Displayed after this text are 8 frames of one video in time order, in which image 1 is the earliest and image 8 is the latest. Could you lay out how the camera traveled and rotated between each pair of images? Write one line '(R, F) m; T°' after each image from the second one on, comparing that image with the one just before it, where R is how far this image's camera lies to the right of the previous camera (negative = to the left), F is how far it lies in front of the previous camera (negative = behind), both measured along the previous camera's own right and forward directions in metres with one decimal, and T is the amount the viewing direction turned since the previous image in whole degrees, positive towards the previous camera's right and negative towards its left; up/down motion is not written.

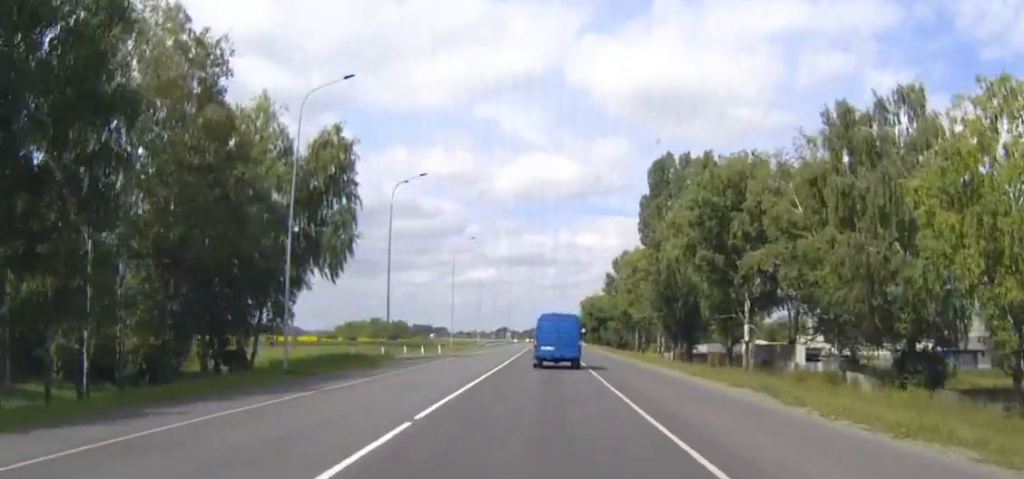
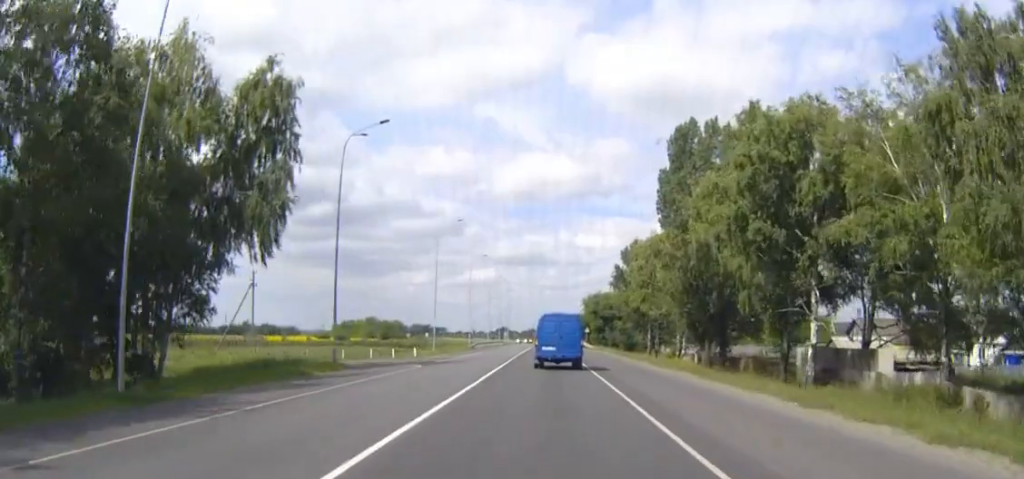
(0.0, +13.9) m; 0°
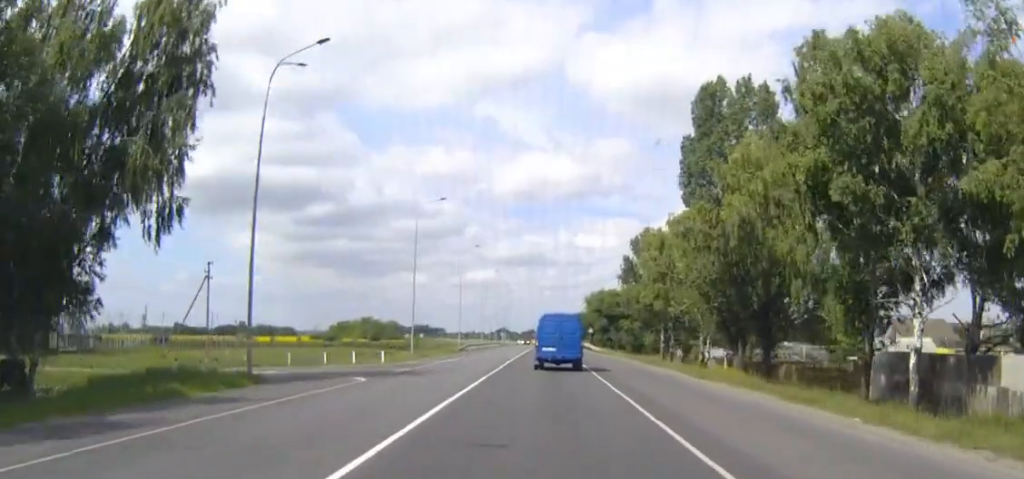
(0.0, +12.0) m; 0°
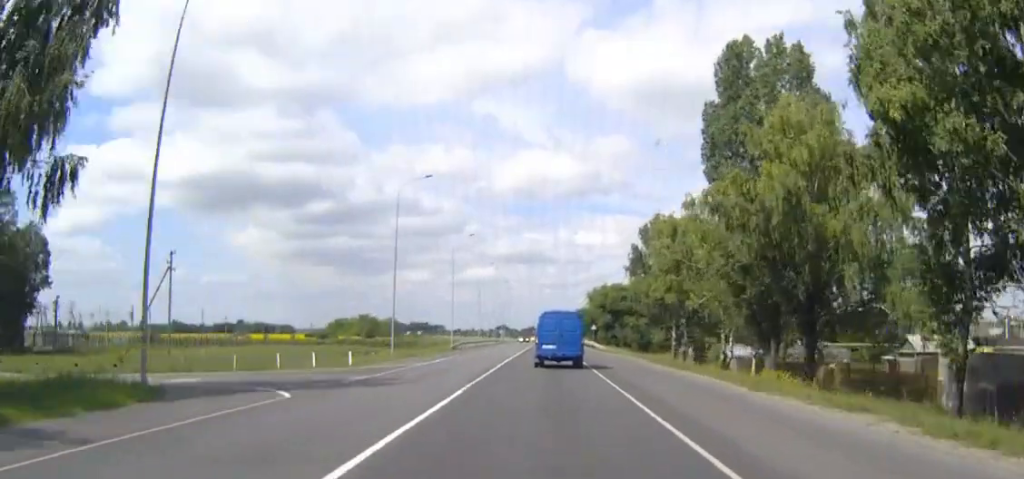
(0.0, +8.2) m; 0°
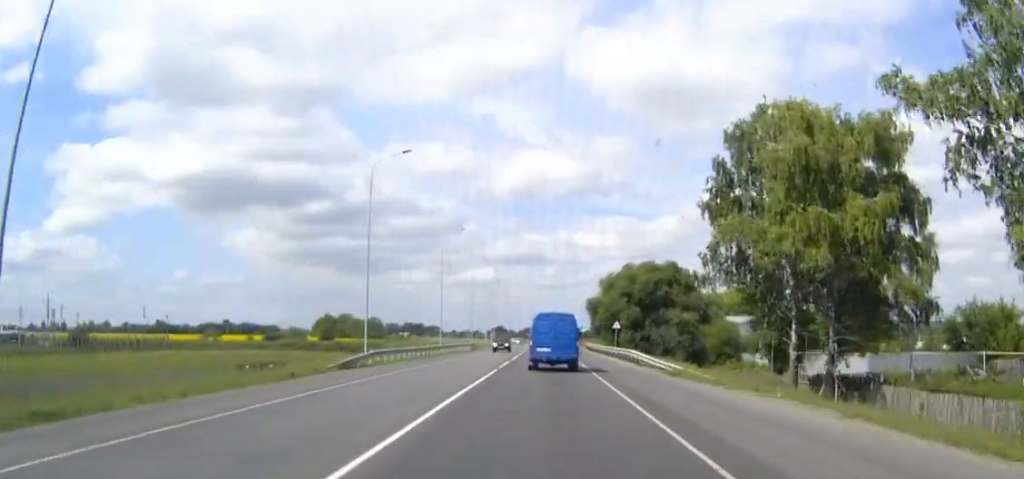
(+0.1, +42.1) m; 0°
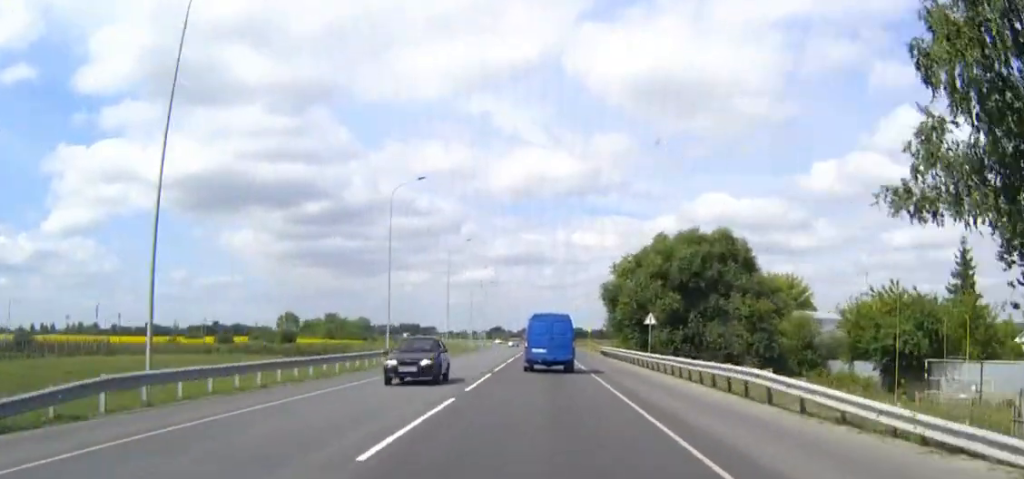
(0.0, +27.1) m; 0°
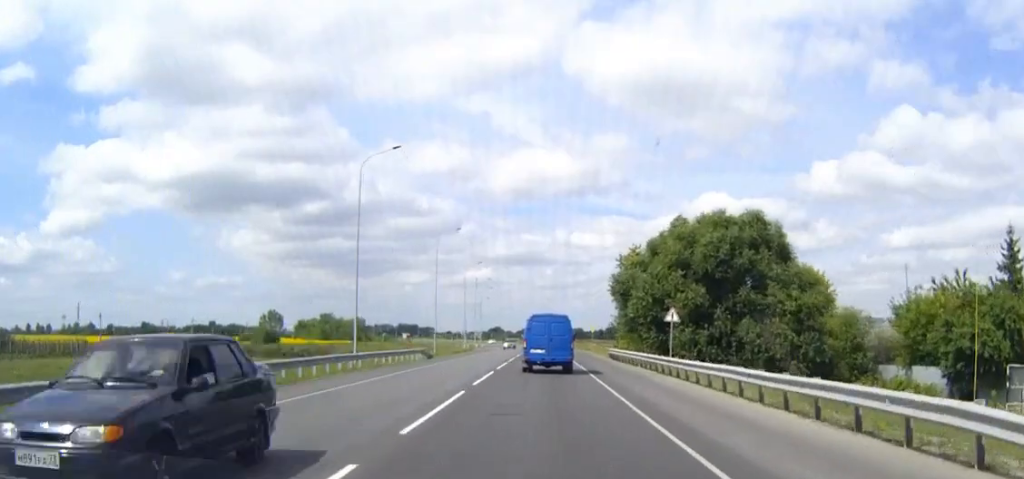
(0.0, +9.5) m; 0°
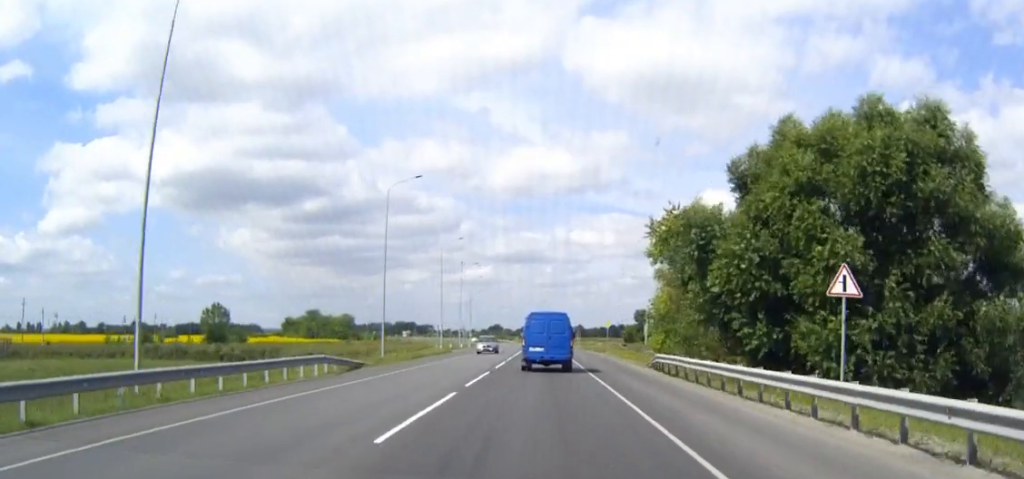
(-0.1, +25.8) m; 0°
